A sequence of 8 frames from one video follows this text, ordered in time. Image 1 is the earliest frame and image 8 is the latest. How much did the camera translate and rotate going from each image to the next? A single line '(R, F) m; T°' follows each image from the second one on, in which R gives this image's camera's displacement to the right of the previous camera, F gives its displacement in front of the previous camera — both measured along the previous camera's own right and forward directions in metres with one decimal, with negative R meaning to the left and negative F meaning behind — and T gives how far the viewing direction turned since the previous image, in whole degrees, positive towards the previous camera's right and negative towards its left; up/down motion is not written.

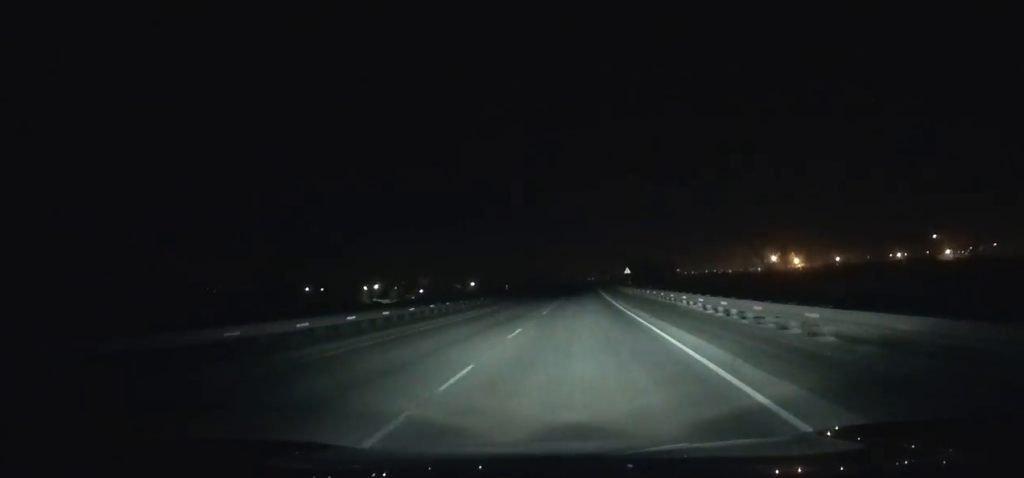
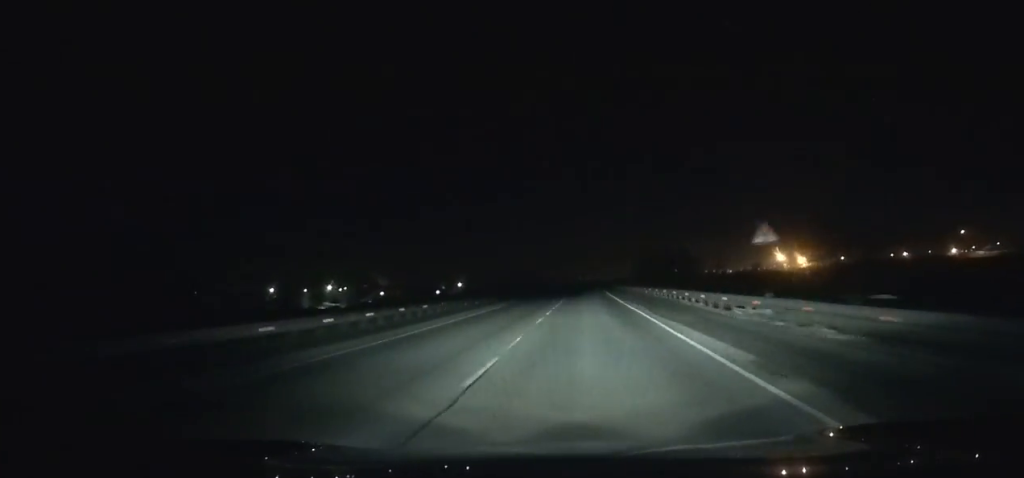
(+0.2, +54.0) m; 0°
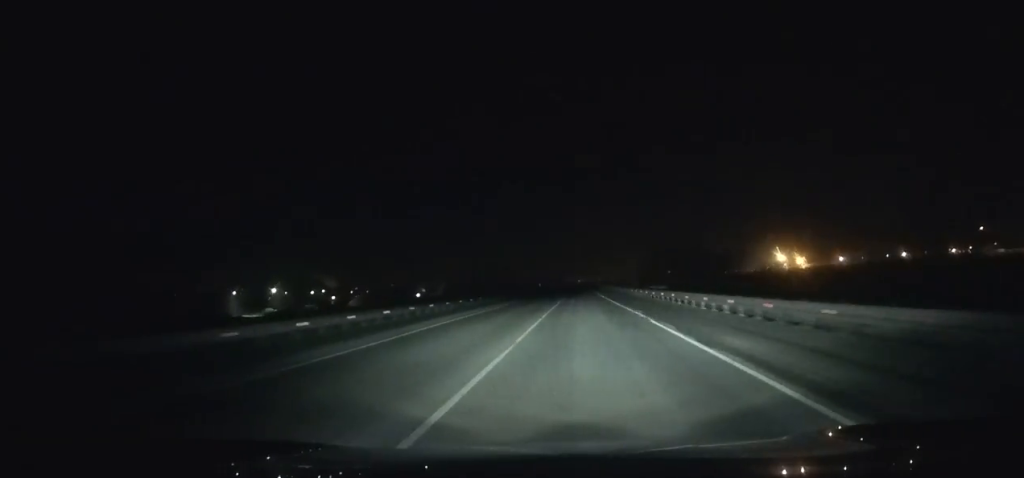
(+0.1, +41.5) m; 0°
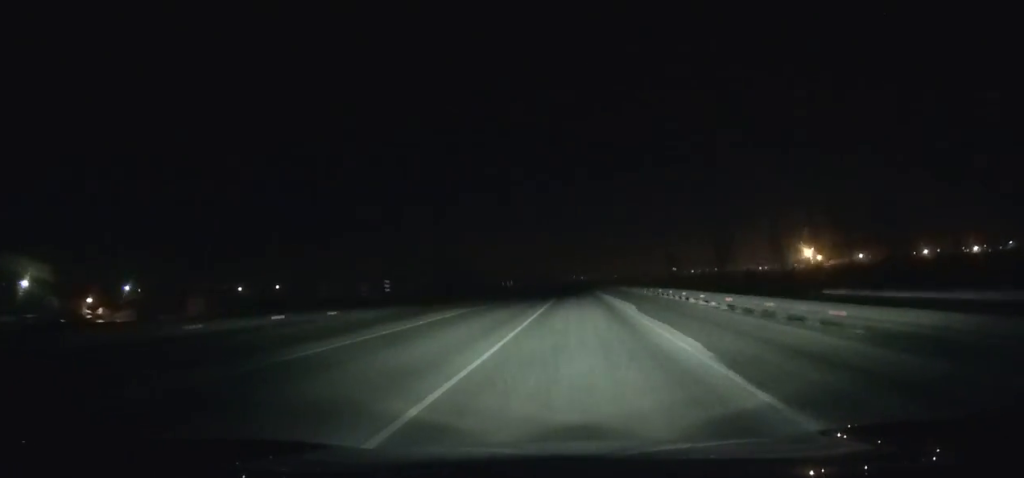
(-0.6, +108.5) m; -1°
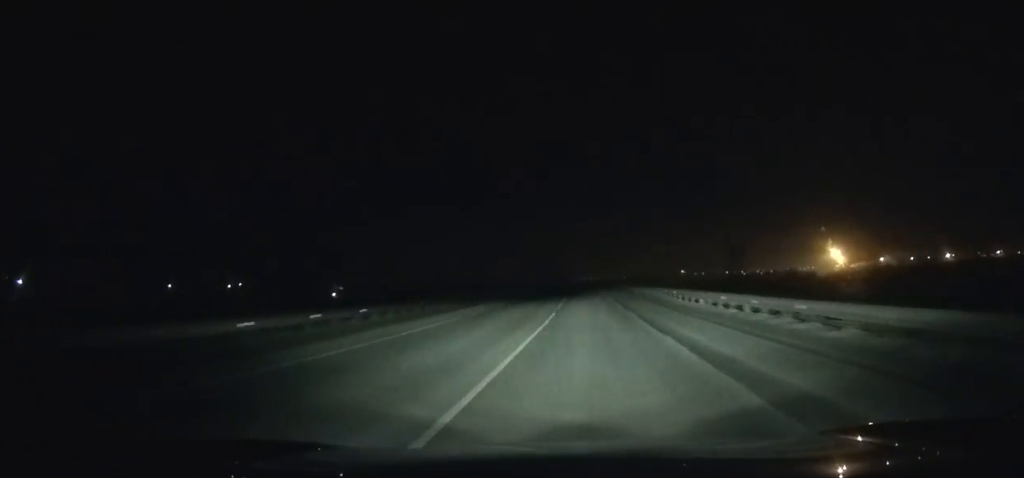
(-0.1, +77.1) m; 0°
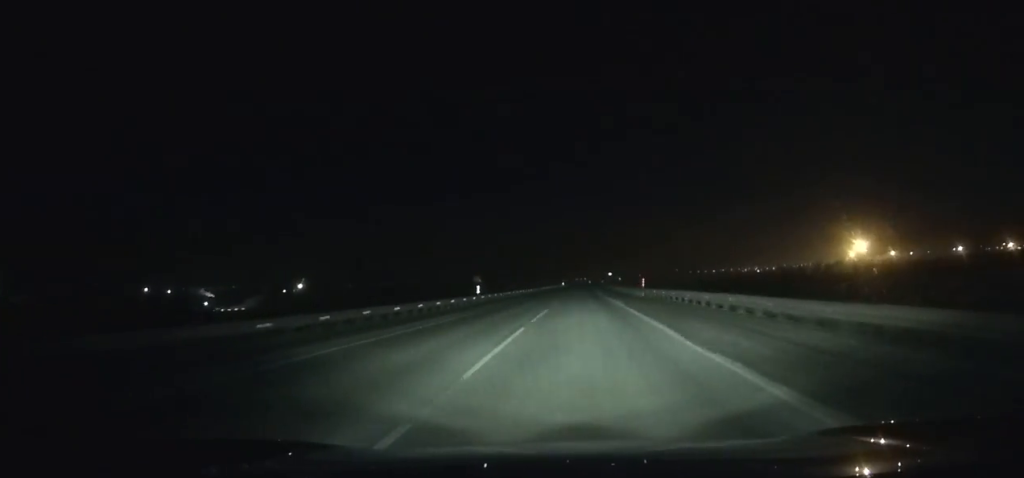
(+0.3, +107.2) m; 0°
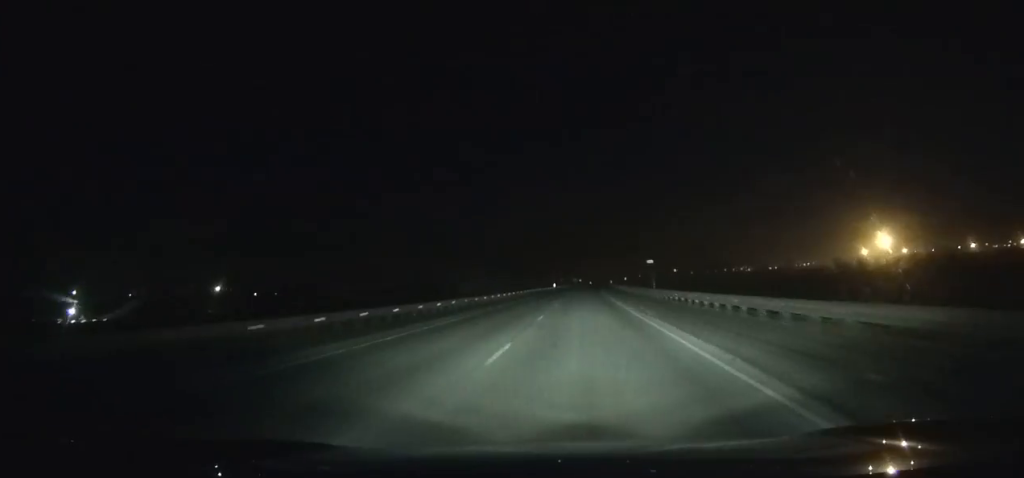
(0.0, +64.2) m; 0°
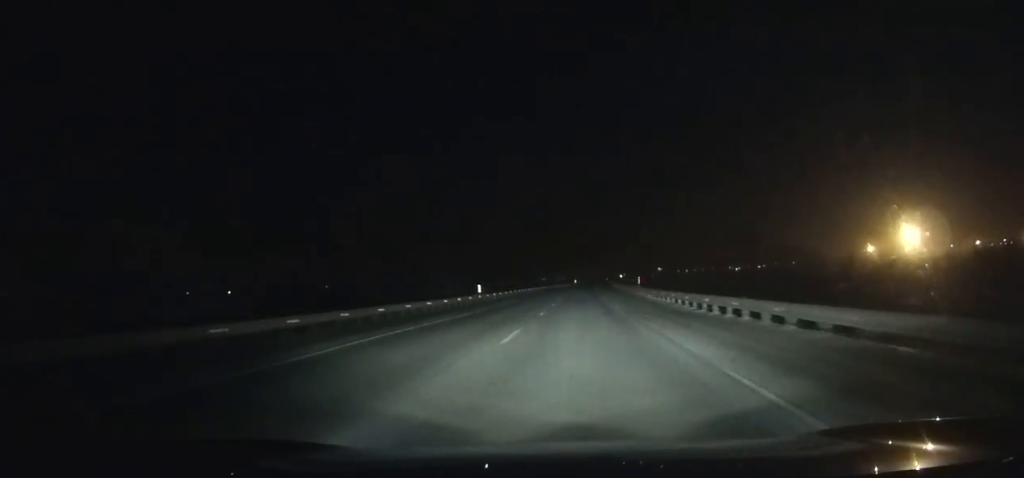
(+0.4, +91.6) m; +1°
